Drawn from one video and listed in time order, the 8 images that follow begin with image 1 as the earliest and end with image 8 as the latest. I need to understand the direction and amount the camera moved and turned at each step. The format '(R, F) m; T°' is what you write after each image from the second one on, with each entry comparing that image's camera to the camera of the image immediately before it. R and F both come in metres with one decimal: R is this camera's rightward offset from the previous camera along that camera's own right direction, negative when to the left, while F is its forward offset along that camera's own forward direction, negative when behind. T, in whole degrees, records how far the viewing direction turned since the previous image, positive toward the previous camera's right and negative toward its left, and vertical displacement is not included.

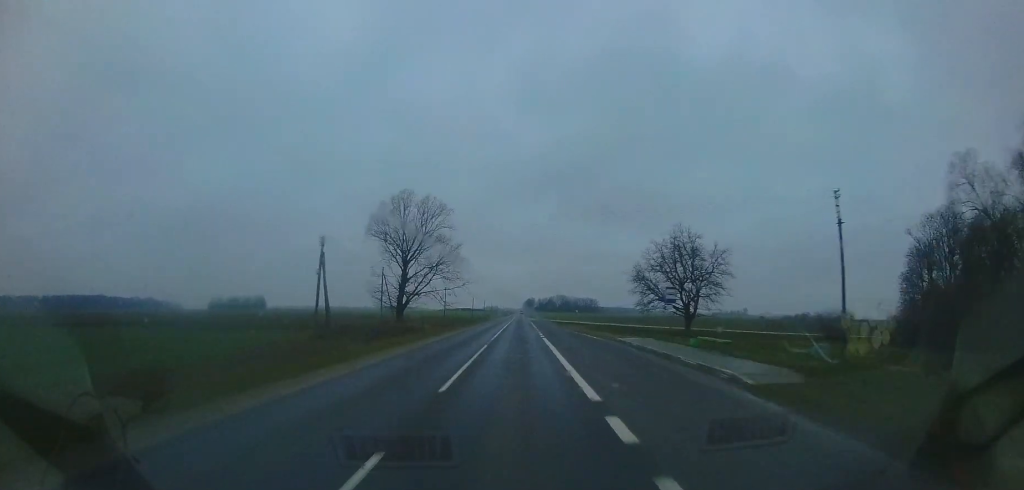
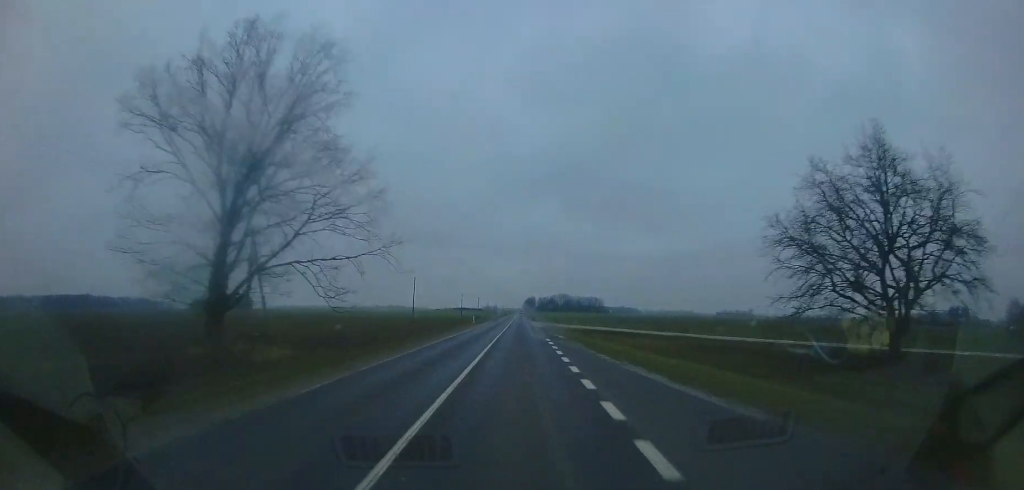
(+0.1, +28.8) m; 0°
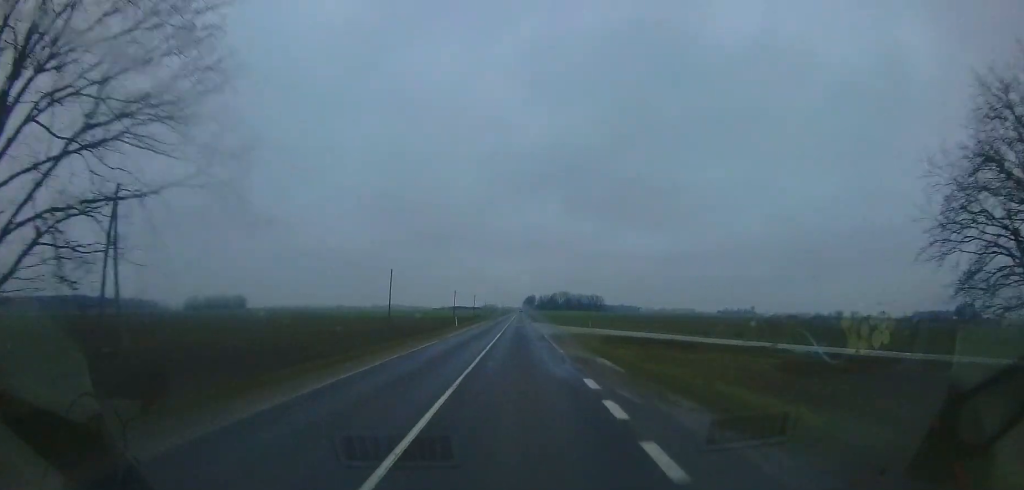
(-0.2, +12.3) m; 0°
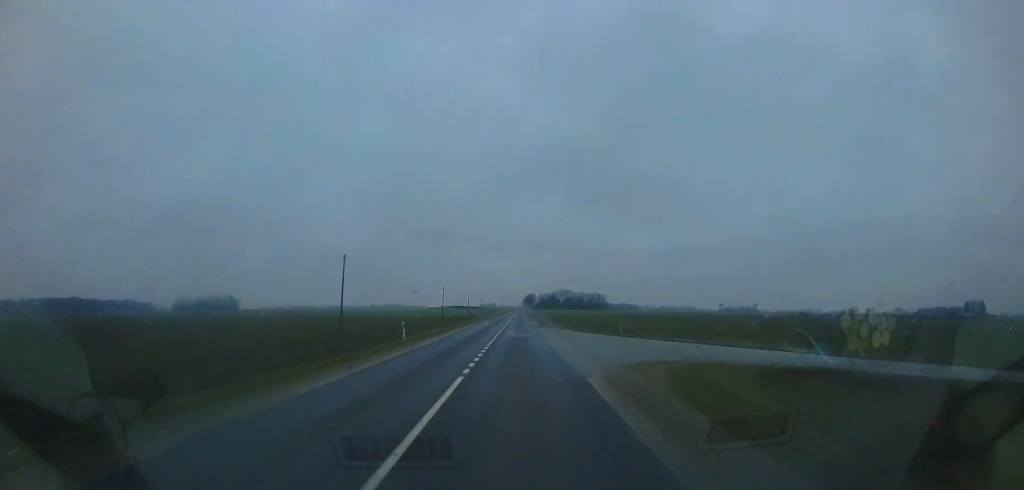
(-0.1, +15.5) m; 0°
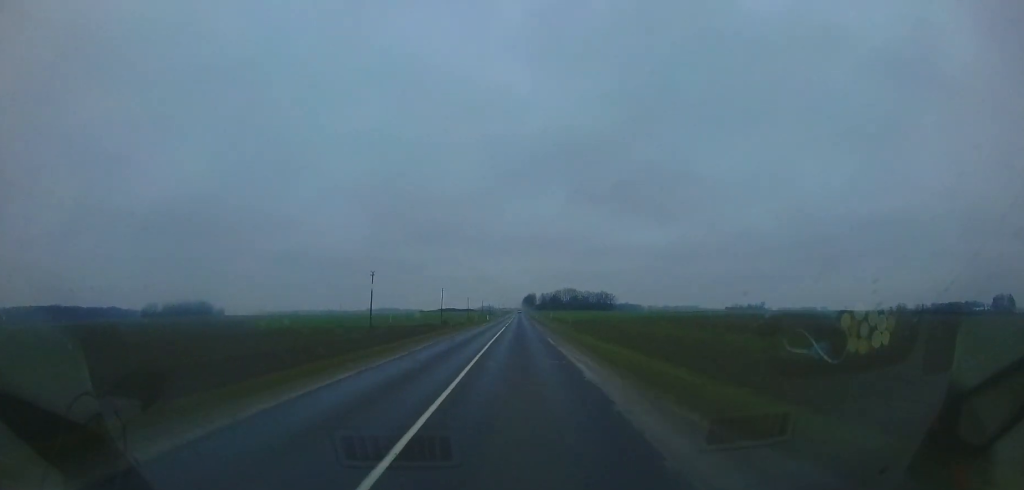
(+0.5, +45.6) m; +1°
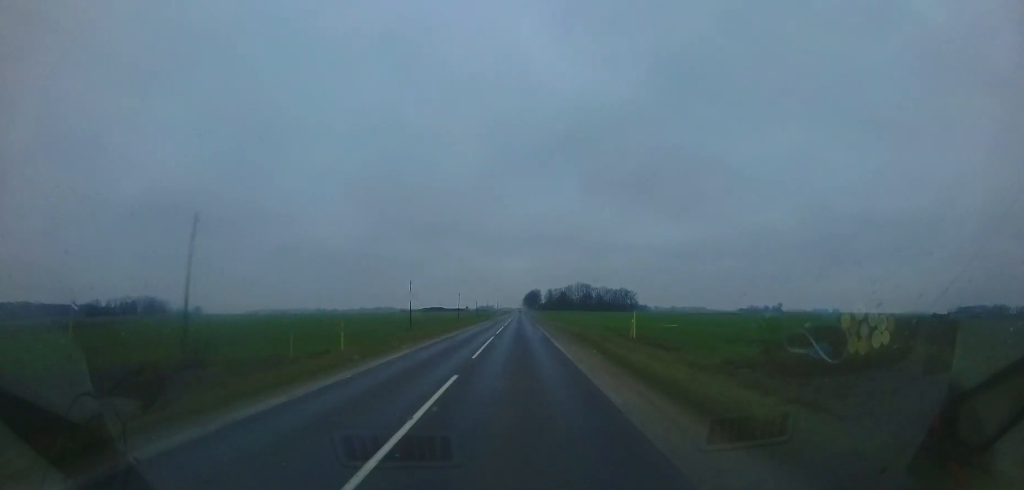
(-0.1, +74.6) m; -1°
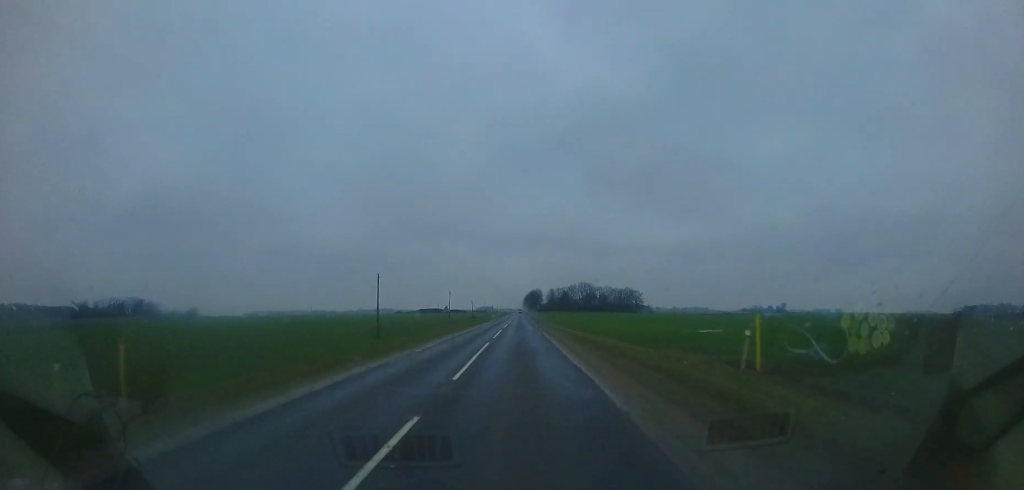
(-0.1, +15.4) m; 0°
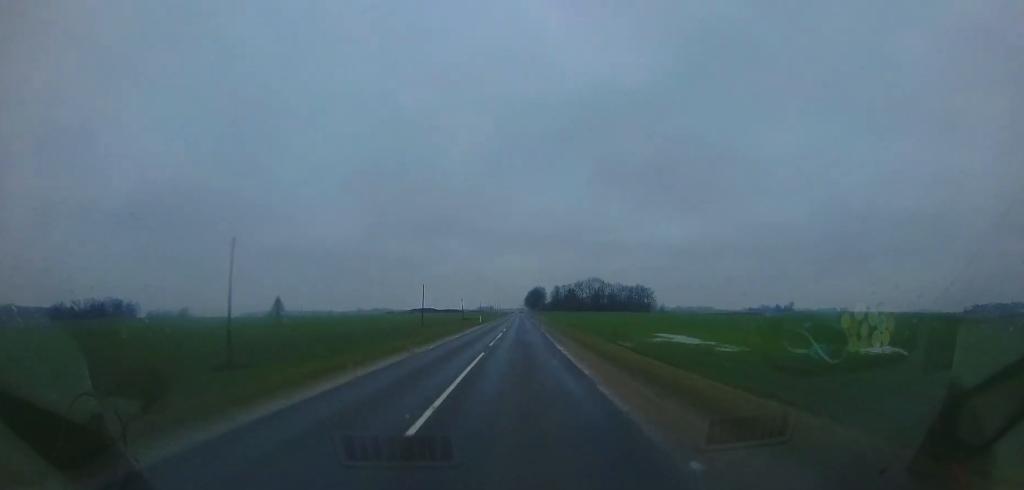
(0.0, +27.8) m; 0°
